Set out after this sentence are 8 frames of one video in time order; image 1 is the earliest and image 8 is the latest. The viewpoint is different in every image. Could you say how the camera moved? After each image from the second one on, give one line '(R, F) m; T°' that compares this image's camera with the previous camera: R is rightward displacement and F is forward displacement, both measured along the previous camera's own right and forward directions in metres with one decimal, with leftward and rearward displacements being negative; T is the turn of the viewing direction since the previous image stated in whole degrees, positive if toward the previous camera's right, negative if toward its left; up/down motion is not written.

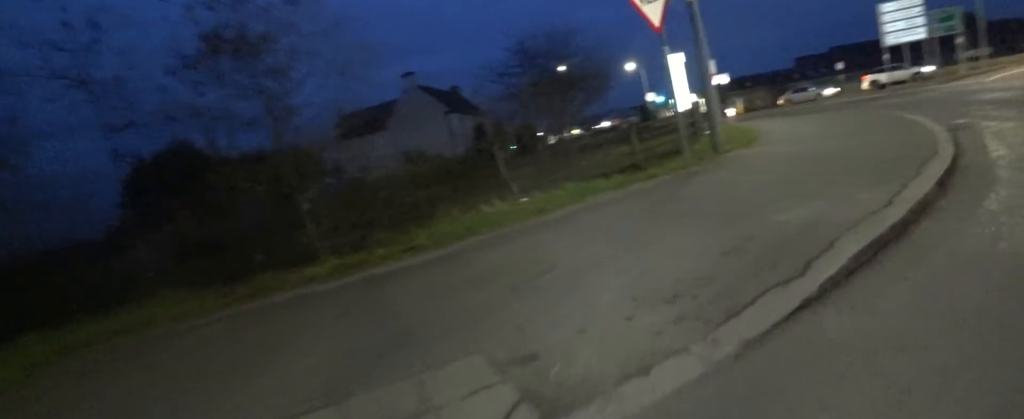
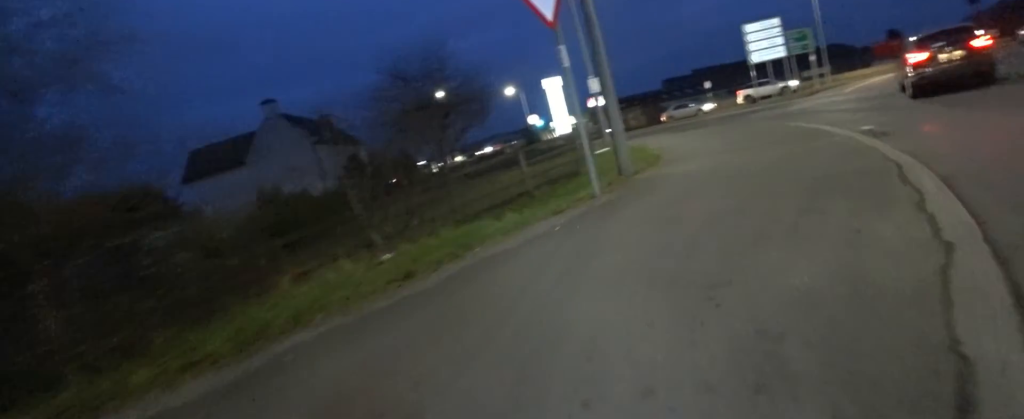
(+0.2, +1.7) m; +7°
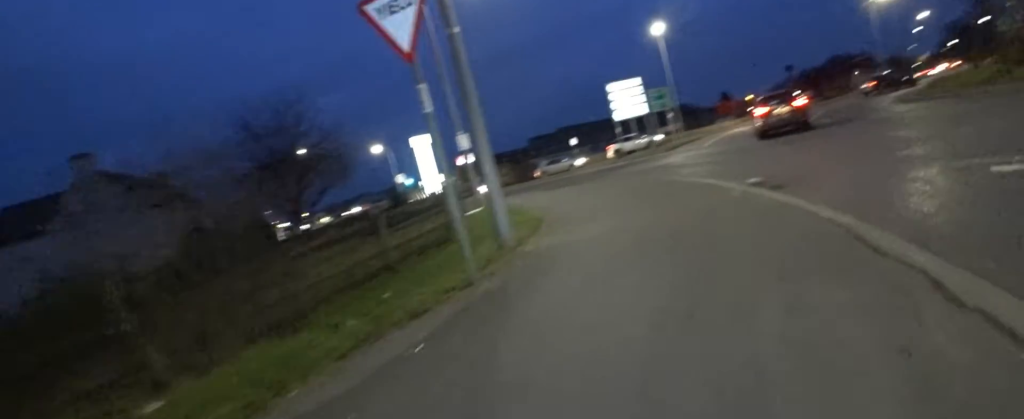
(+0.1, +1.5) m; -2°
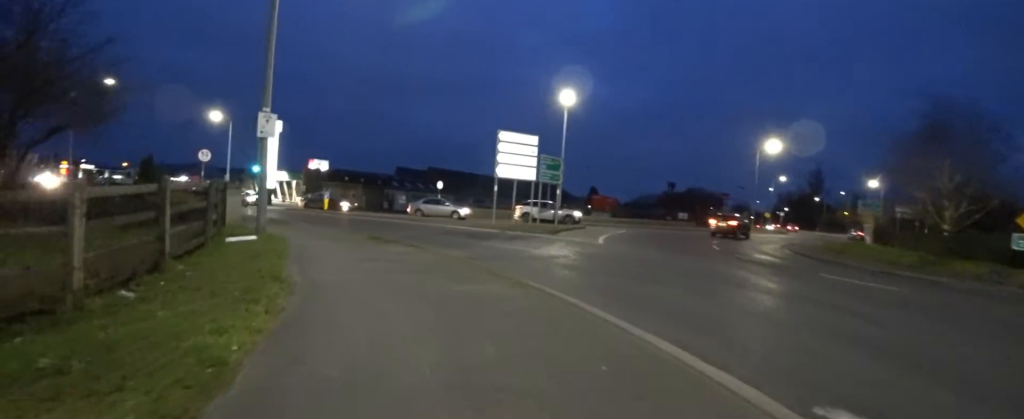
(-0.6, +6.4) m; -13°
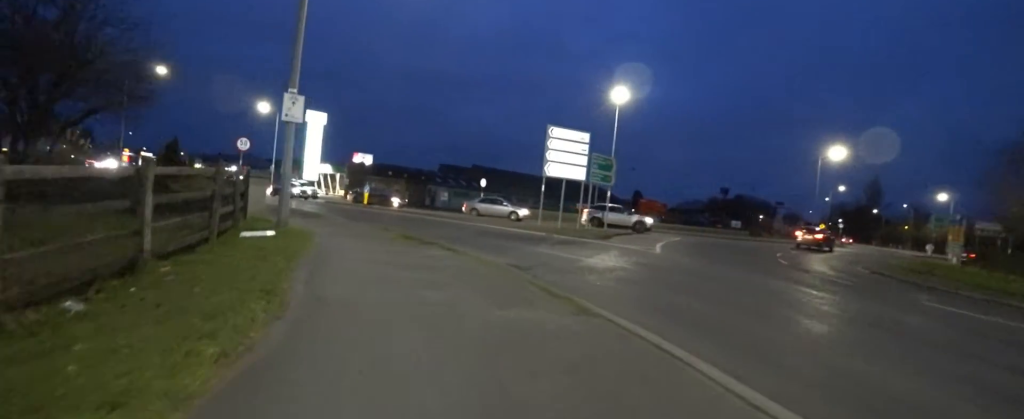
(0.0, +1.6) m; -4°
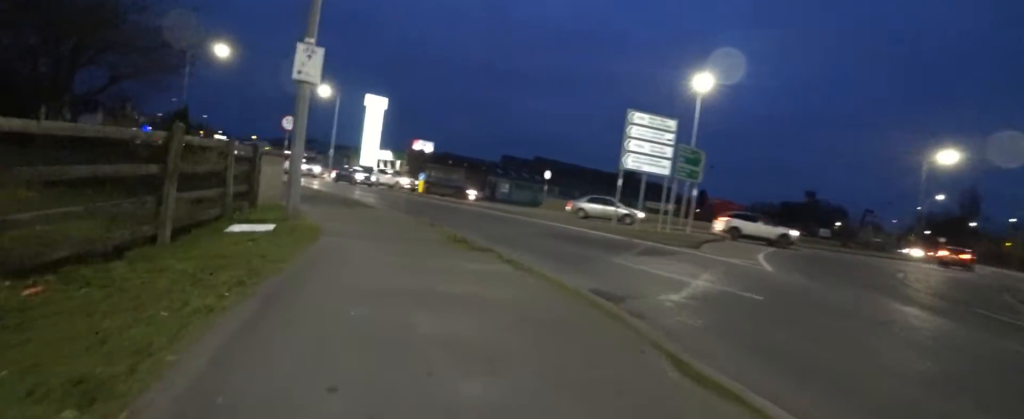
(-0.2, +3.0) m; -4°
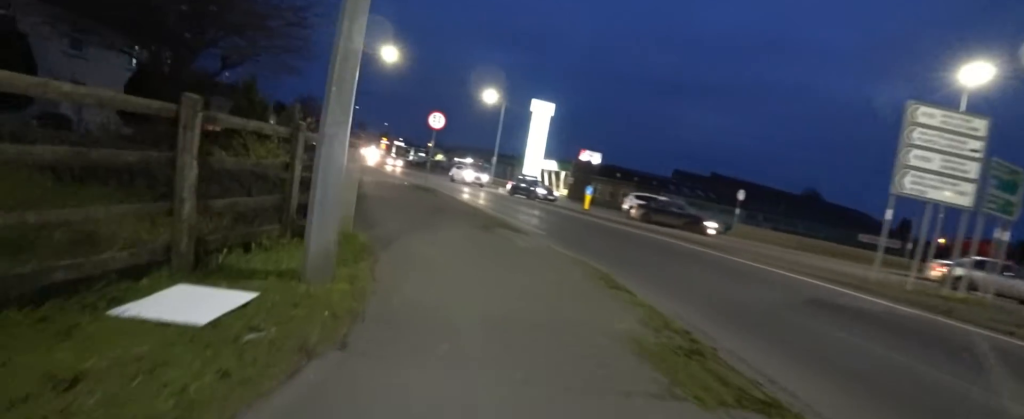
(0.0, +4.9) m; 0°
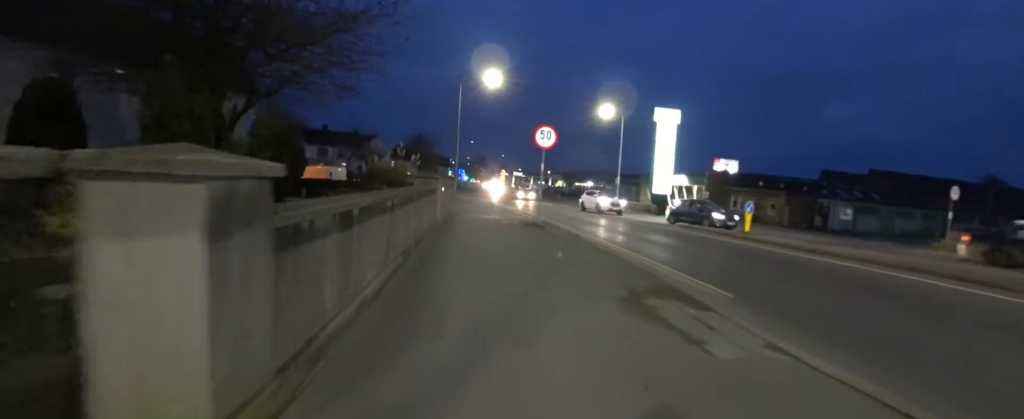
(-0.1, +4.6) m; -18°
